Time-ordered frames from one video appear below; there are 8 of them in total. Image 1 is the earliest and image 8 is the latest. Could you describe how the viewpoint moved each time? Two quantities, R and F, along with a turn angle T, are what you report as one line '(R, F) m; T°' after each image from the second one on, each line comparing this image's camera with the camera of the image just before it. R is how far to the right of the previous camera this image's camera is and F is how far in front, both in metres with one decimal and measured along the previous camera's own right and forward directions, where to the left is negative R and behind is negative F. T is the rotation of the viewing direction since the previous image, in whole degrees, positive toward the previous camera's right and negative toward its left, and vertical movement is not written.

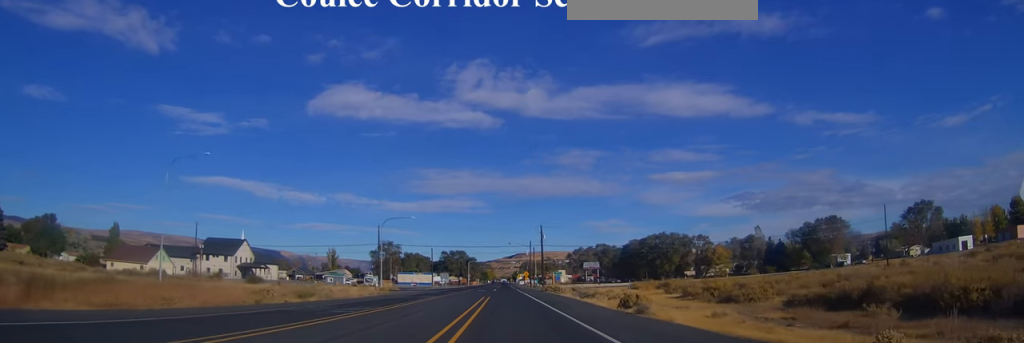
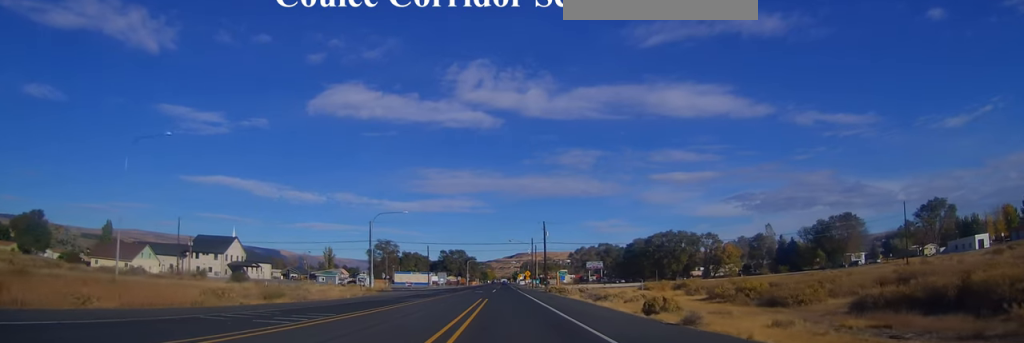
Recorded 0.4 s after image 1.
(0.0, +7.0) m; 0°
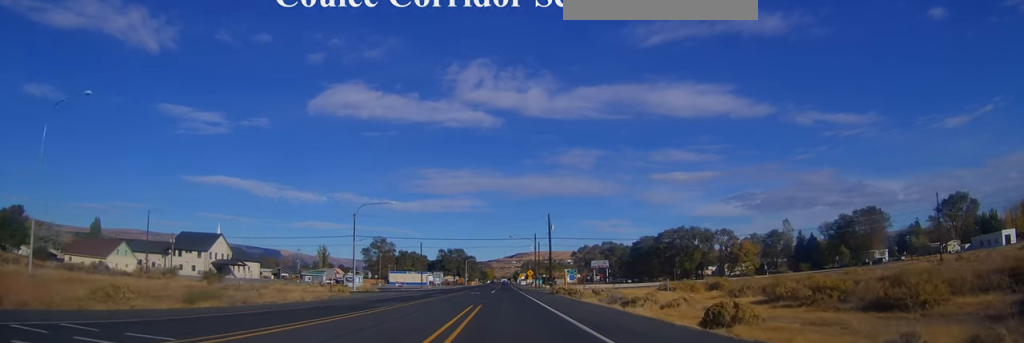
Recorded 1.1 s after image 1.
(0.0, +10.7) m; 0°
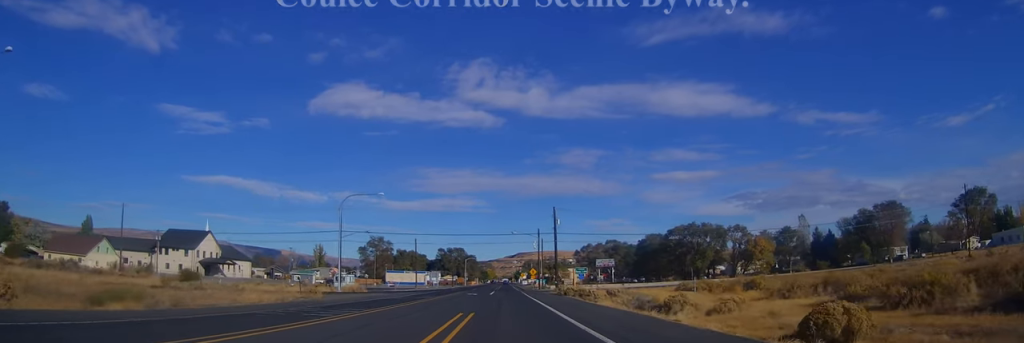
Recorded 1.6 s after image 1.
(0.0, +8.0) m; 0°
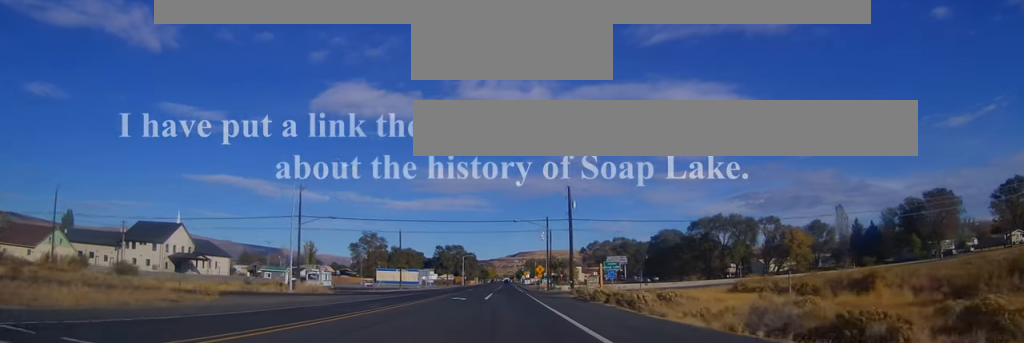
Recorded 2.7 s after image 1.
(0.0, +17.0) m; 0°
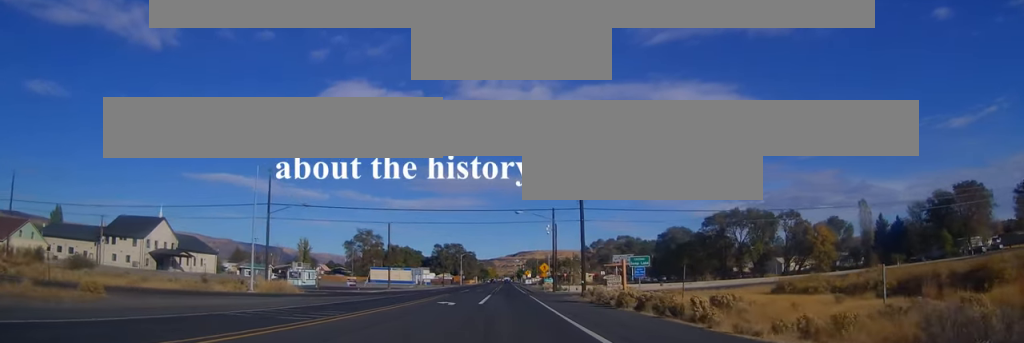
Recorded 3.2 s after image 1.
(0.0, +8.9) m; 0°
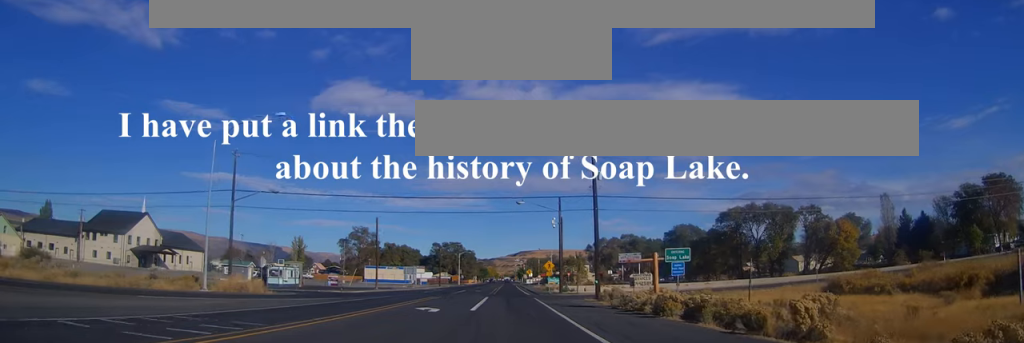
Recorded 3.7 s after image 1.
(0.0, +7.8) m; 0°
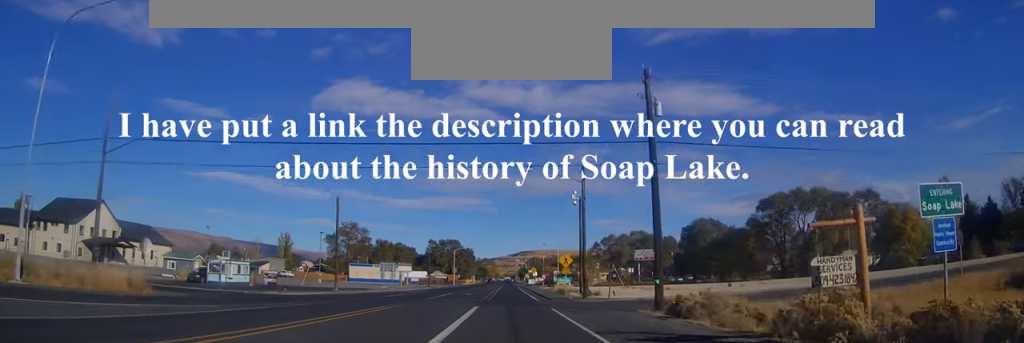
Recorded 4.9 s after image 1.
(0.0, +17.7) m; 0°
